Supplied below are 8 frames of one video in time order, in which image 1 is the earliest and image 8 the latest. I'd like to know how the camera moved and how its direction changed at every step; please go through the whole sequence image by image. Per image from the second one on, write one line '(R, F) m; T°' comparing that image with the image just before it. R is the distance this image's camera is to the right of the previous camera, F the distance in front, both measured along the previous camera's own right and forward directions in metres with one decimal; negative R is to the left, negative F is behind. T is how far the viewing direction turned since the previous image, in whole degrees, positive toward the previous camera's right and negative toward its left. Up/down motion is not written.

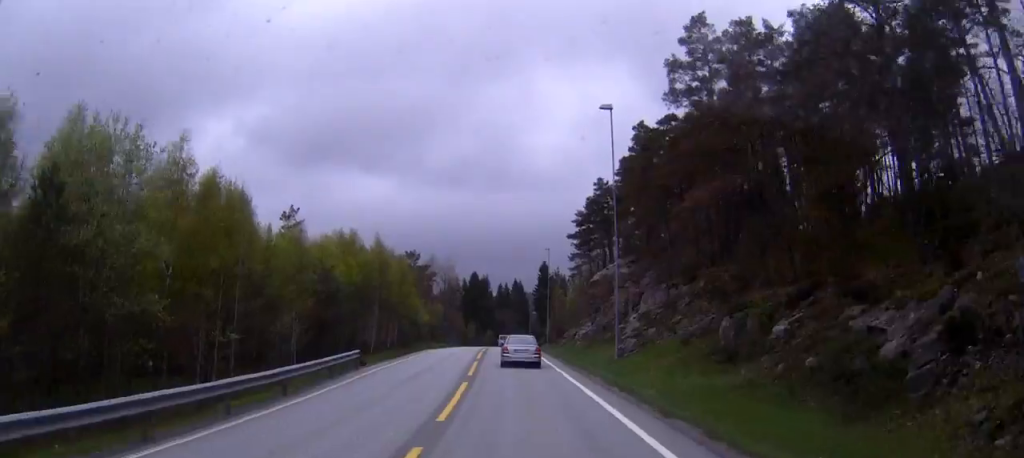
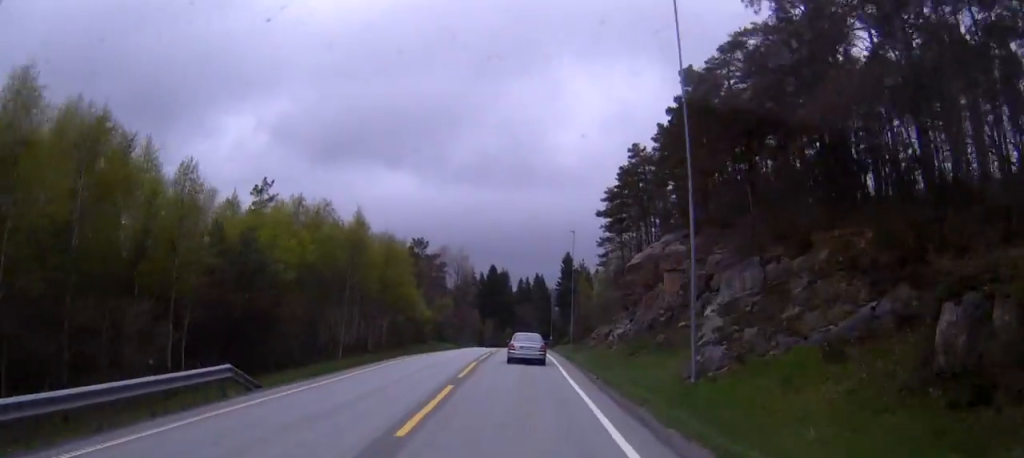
(-0.2, +14.9) m; -2°
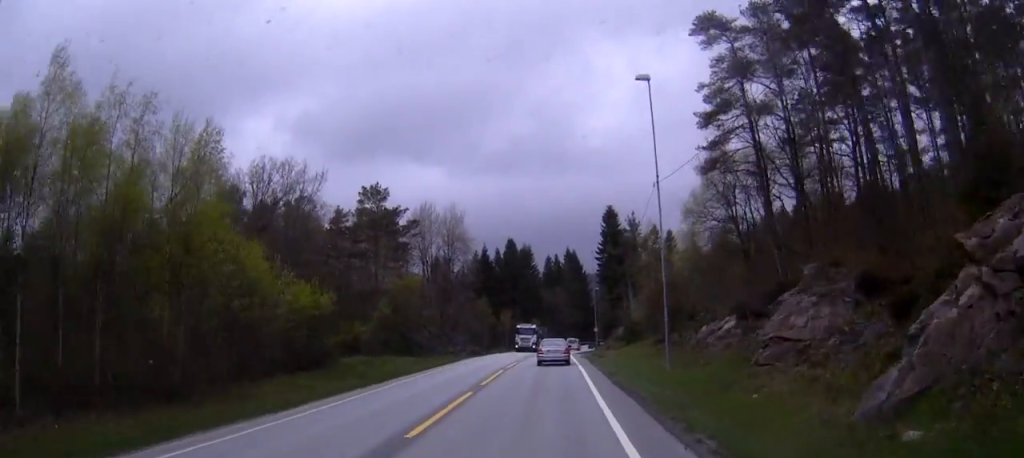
(-1.9, +48.5) m; -4°
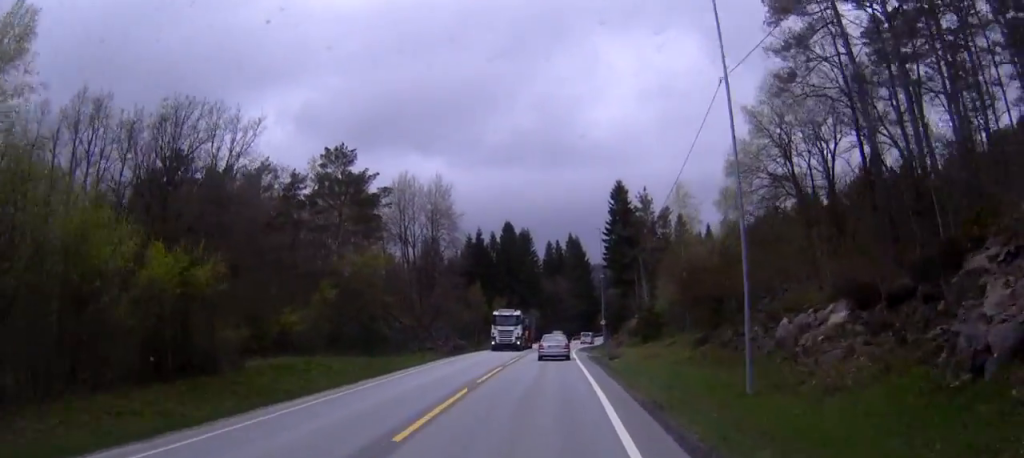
(0.0, +13.5) m; 0°
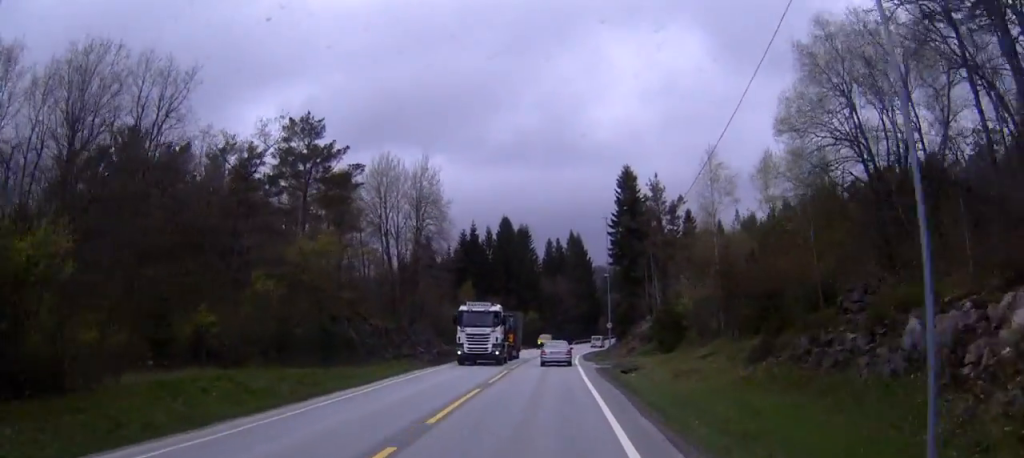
(0.0, +9.6) m; 0°
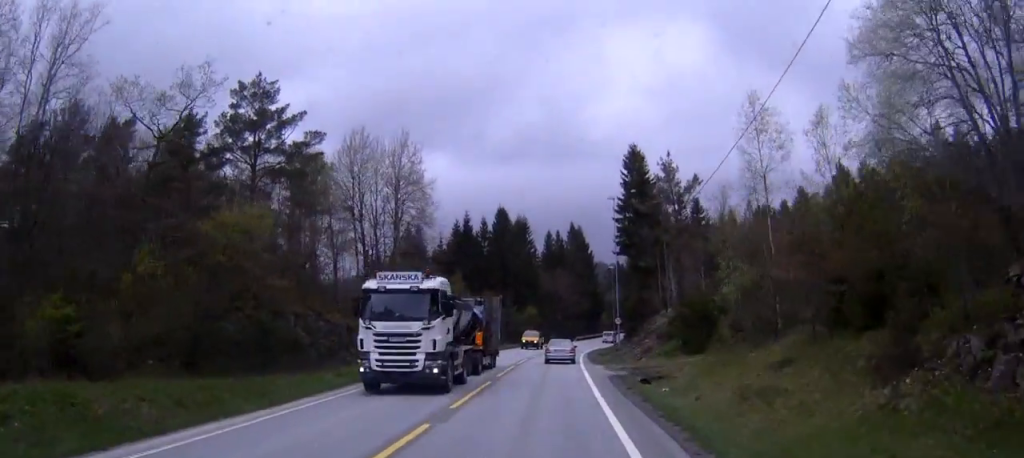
(+0.1, +9.7) m; 0°
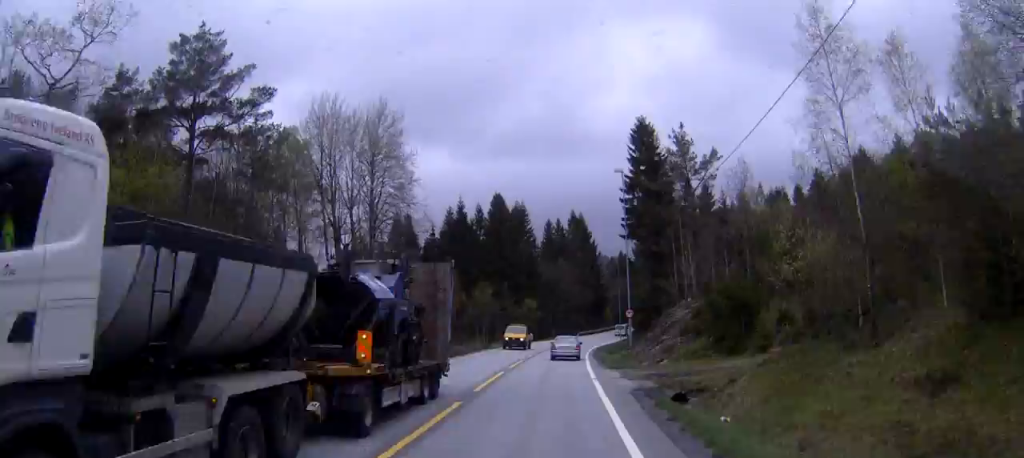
(0.0, +8.5) m; 0°
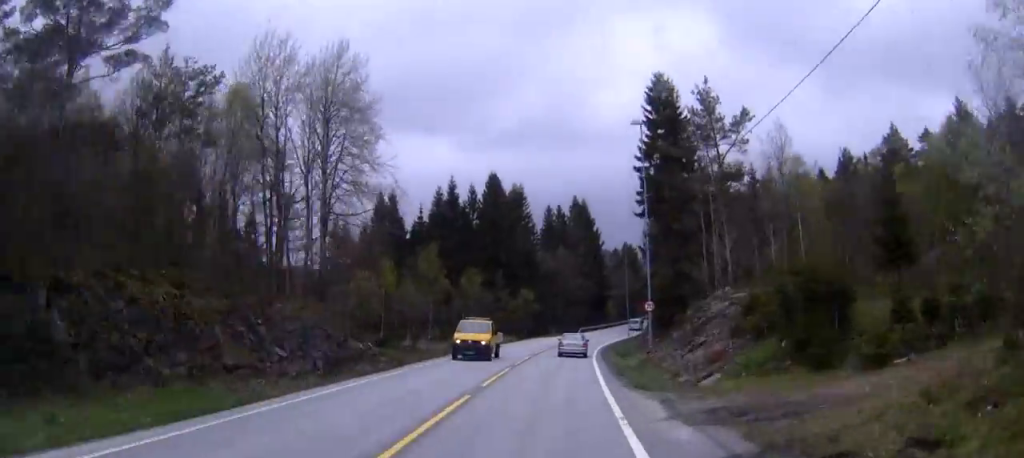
(-0.1, +11.4) m; 0°
